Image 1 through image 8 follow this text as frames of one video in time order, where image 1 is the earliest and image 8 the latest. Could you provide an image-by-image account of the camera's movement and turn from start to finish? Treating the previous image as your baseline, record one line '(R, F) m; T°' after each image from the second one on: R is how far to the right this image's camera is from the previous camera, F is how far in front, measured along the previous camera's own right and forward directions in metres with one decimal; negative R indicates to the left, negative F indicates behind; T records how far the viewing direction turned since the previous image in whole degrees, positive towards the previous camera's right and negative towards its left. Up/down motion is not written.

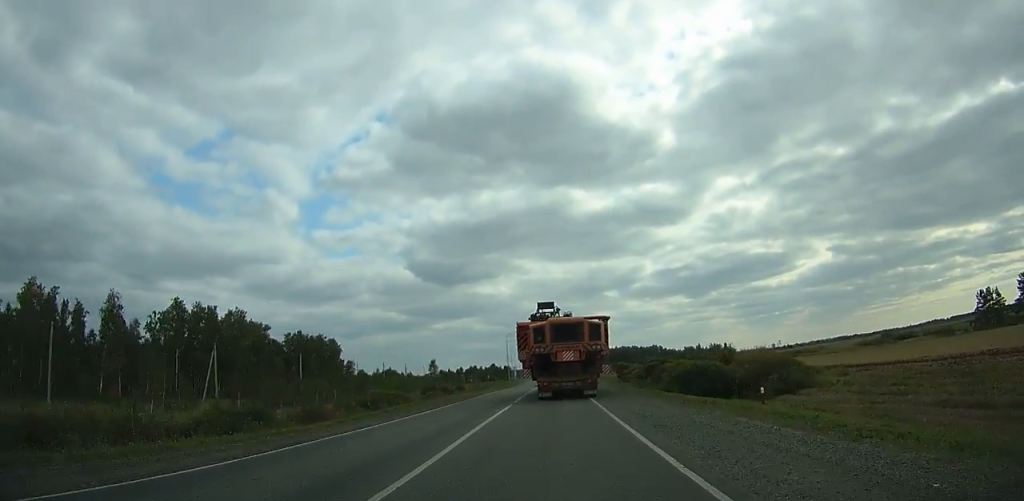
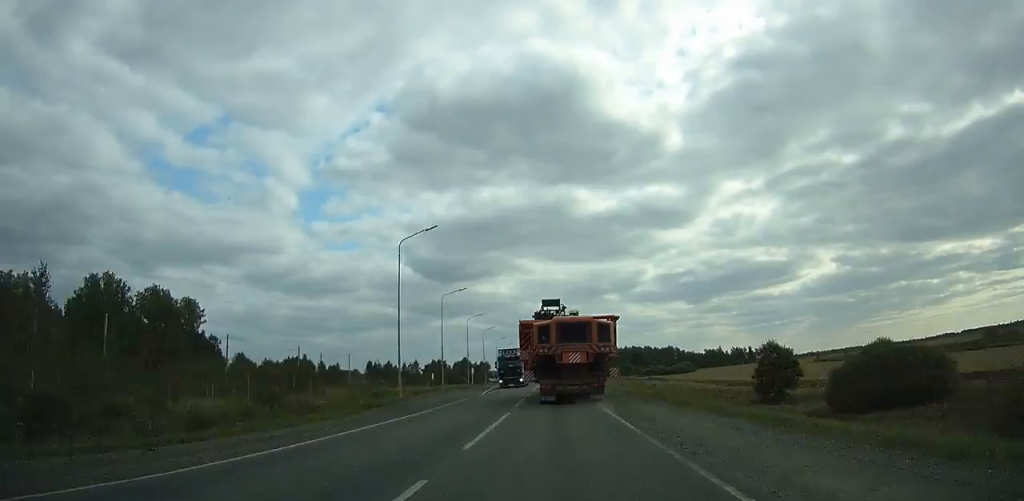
(-0.2, +87.0) m; 0°
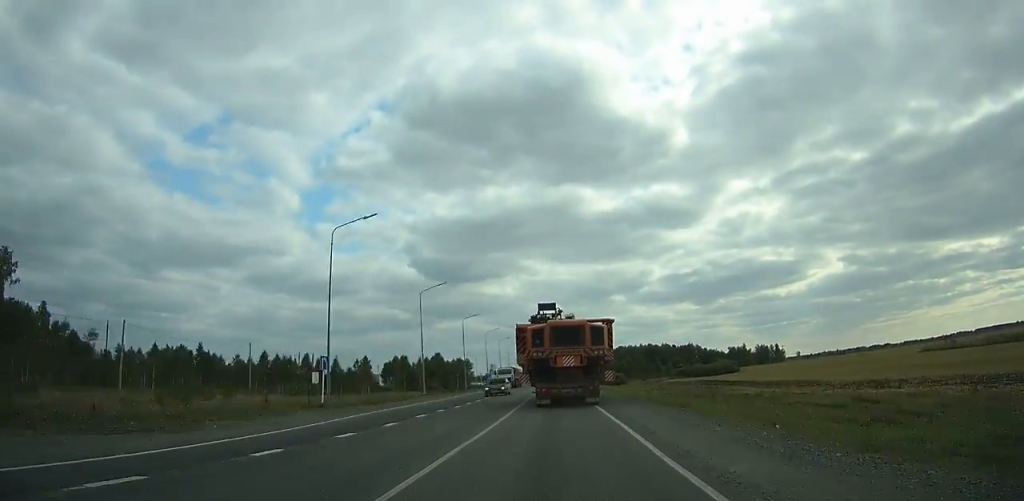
(+0.2, +55.3) m; 0°
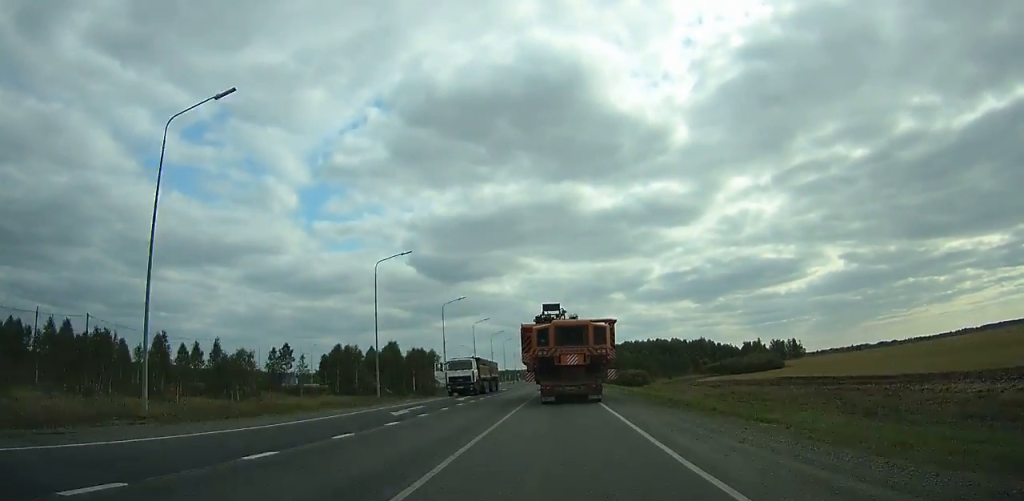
(-0.3, +40.6) m; 0°
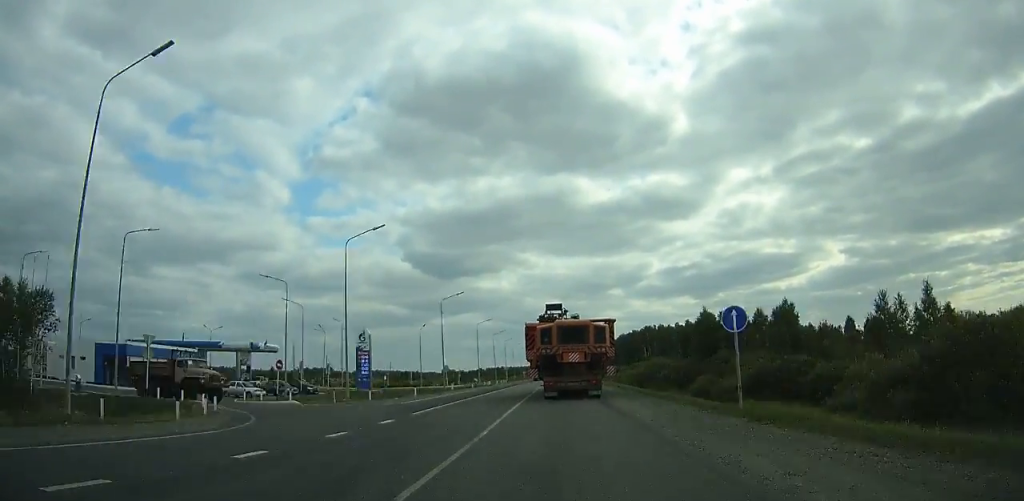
(+0.2, +103.5) m; 0°
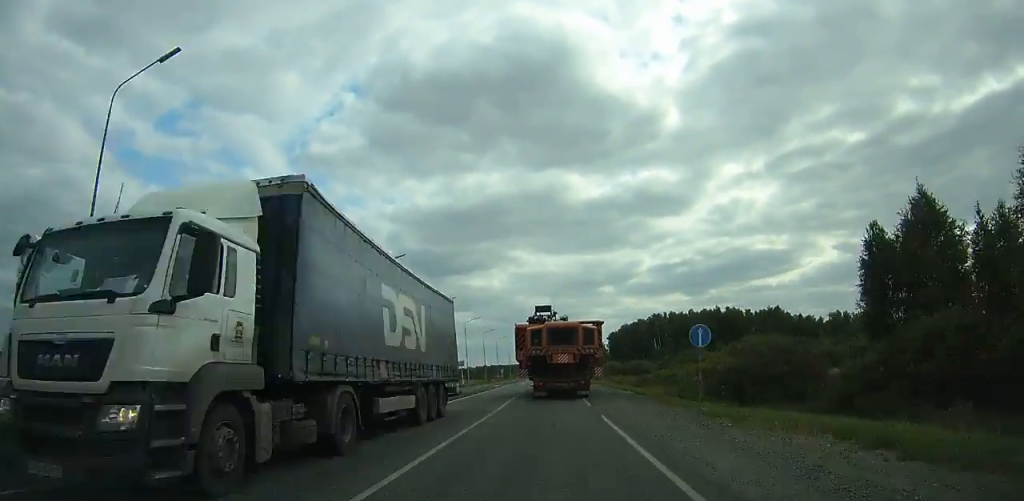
(0.0, +51.2) m; 0°
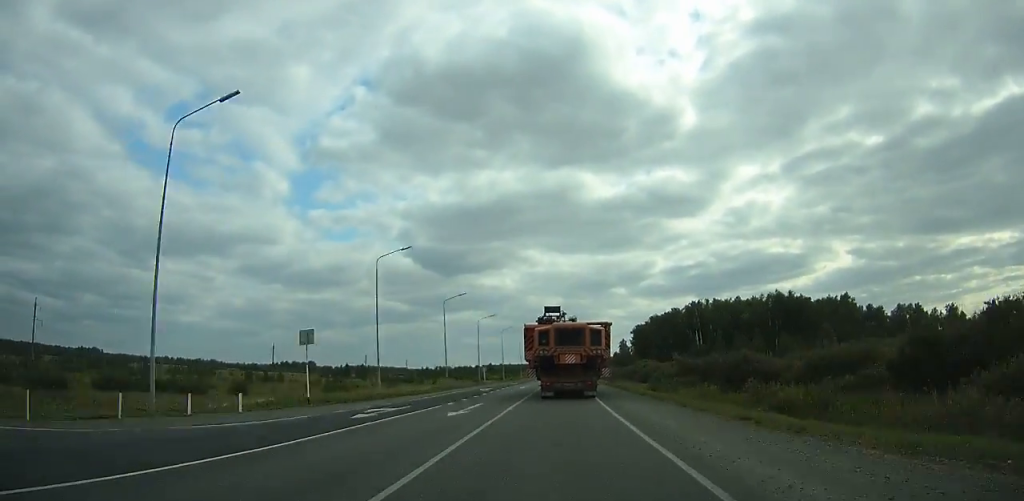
(0.0, +51.6) m; 0°
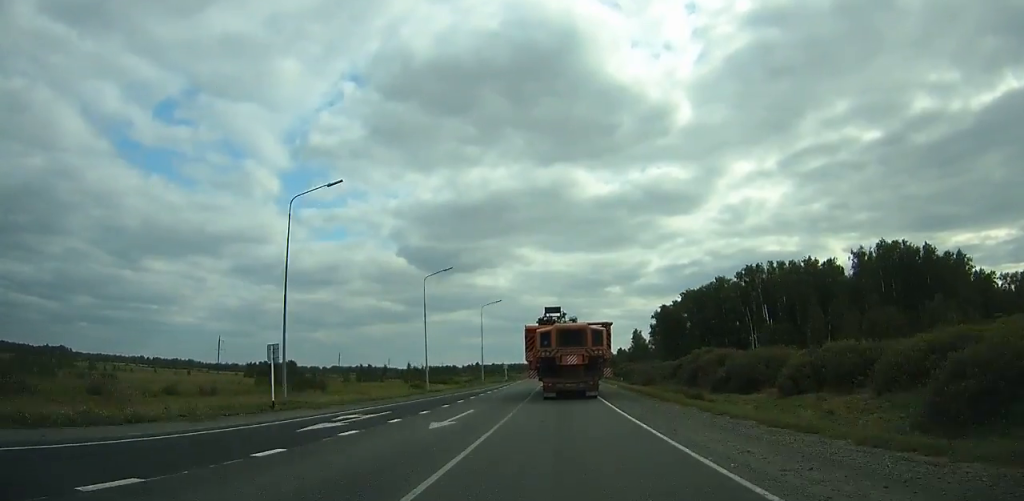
(-0.2, +64.5) m; 0°
